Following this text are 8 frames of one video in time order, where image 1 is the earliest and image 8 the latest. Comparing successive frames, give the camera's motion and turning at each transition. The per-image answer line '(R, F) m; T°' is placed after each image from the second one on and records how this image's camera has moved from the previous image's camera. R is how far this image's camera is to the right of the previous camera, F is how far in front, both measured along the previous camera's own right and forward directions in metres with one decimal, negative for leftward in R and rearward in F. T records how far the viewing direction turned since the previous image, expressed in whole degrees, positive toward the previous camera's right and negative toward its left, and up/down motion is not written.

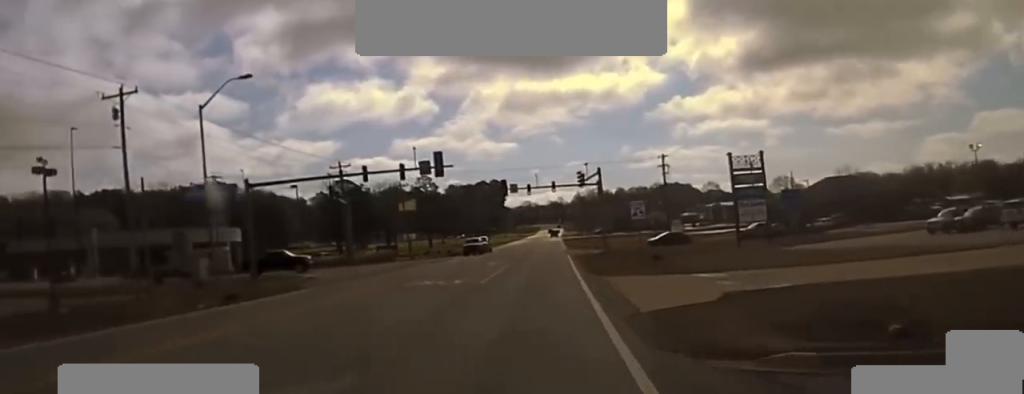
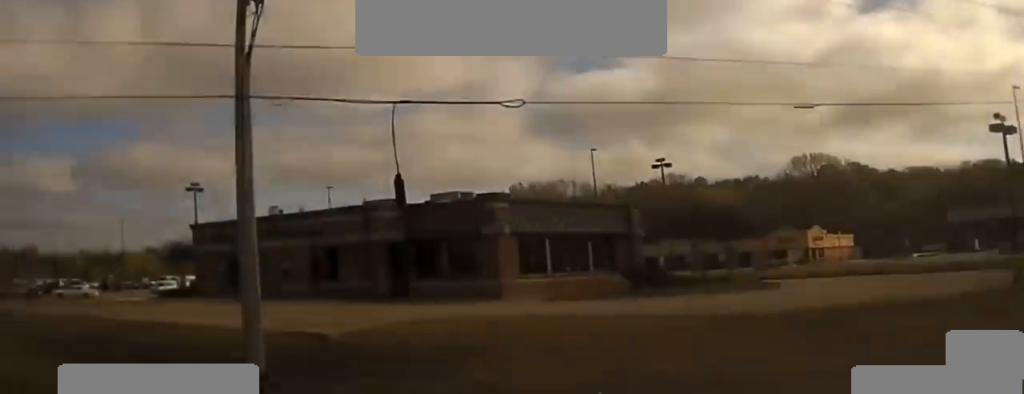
(-2.5, +5.3) m; -60°
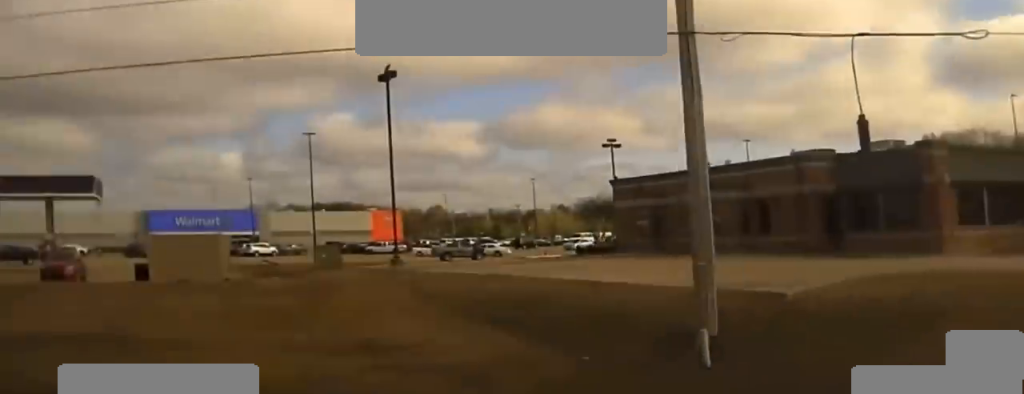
(-0.3, +2.2) m; -32°
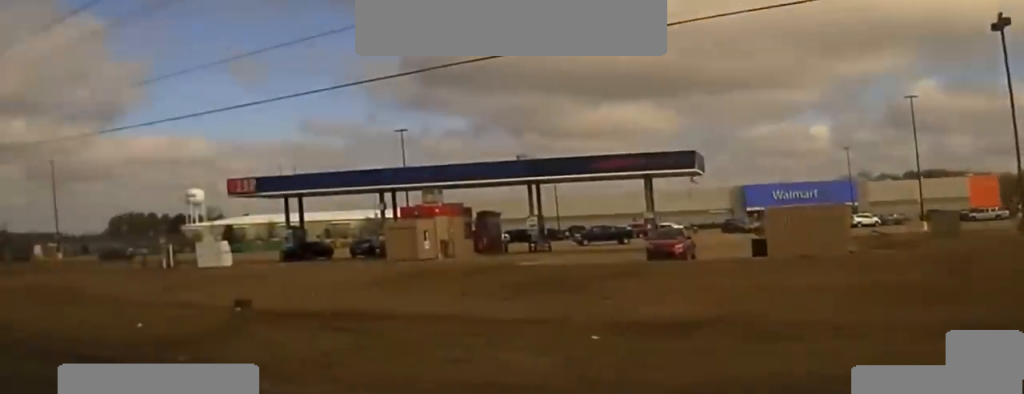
(-1.5, +2.5) m; -36°
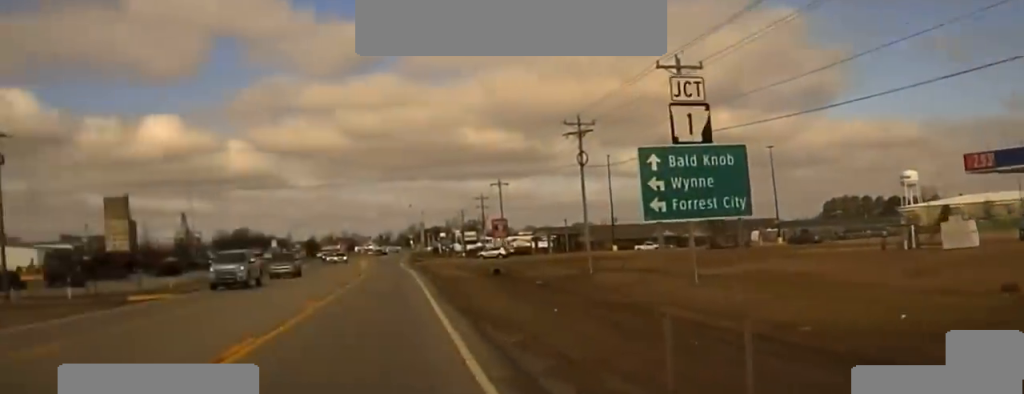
(-1.4, +4.9) m; -26°
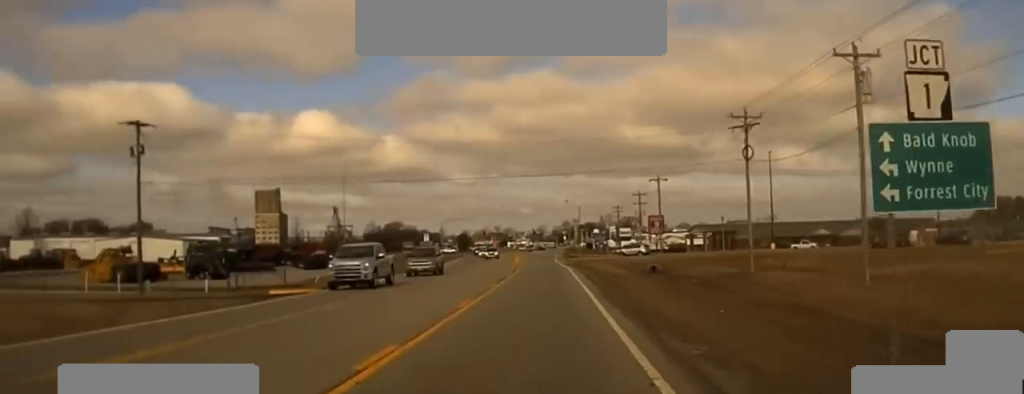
(-0.1, +2.6) m; -8°
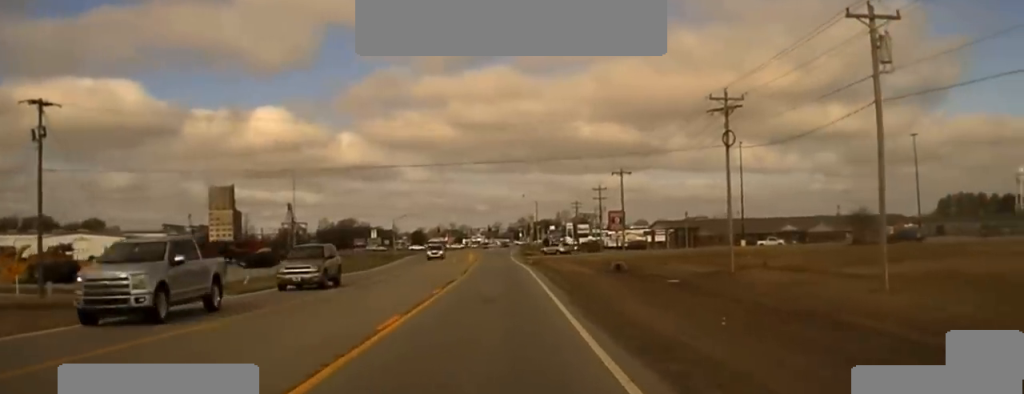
(-1.3, +6.9) m; -10°
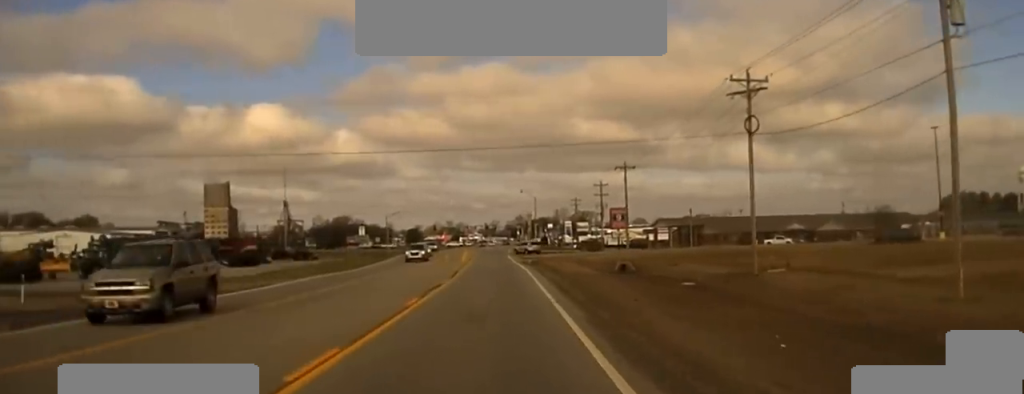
(0.0, +6.3) m; +3°
